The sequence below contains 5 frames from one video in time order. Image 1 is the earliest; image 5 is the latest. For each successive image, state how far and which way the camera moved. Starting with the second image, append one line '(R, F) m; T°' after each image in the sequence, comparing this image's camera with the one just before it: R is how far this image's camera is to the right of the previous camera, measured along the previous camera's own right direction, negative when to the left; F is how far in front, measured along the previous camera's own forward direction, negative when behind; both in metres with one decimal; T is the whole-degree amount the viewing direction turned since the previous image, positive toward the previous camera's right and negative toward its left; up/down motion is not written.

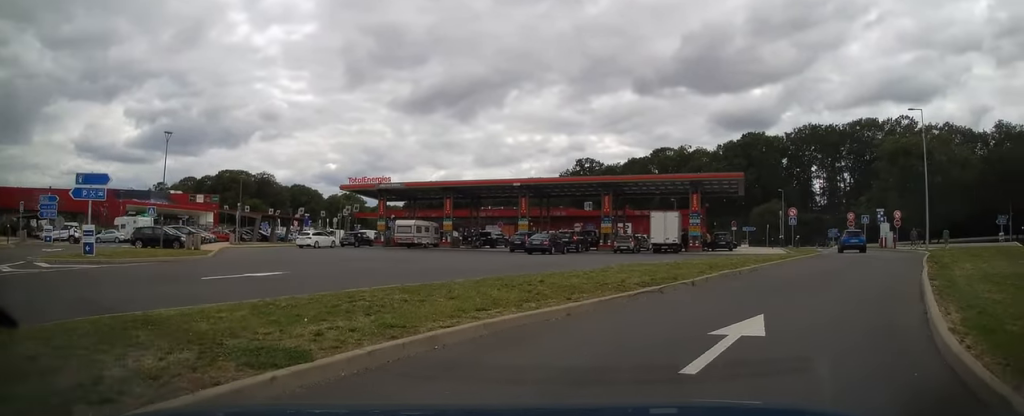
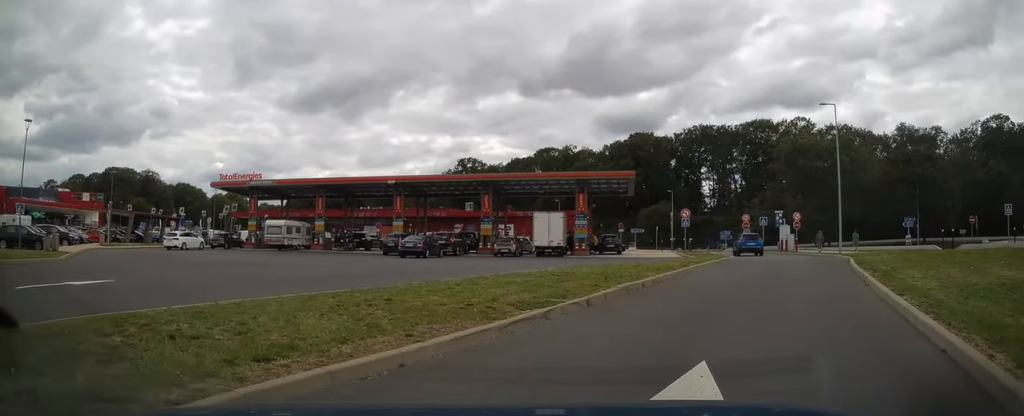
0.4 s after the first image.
(+0.1, +3.3) m; +8°
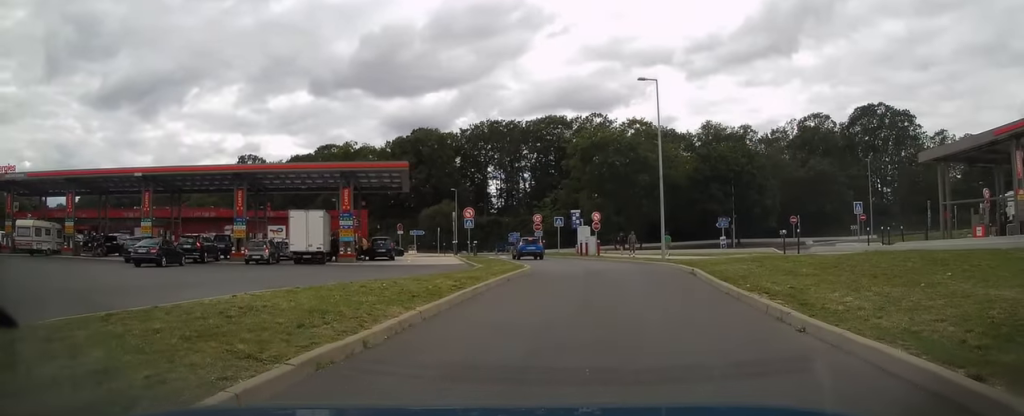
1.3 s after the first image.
(+0.9, +7.0) m; +18°
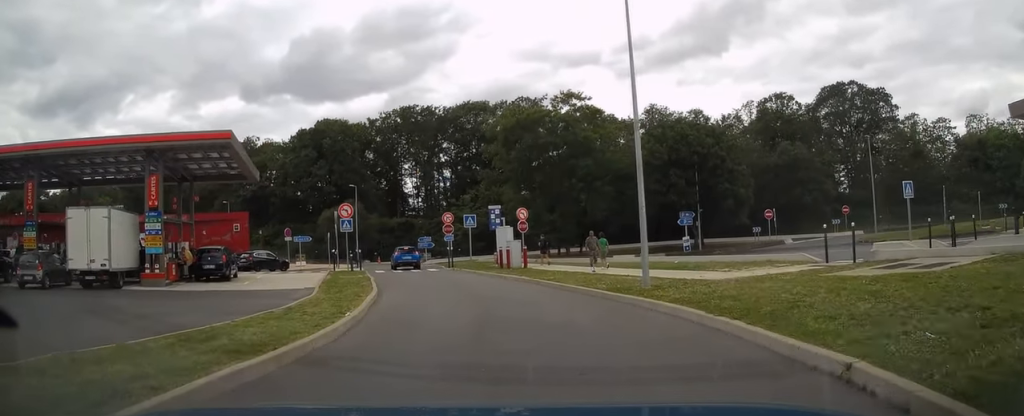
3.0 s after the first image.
(+2.8, +13.5) m; +13°
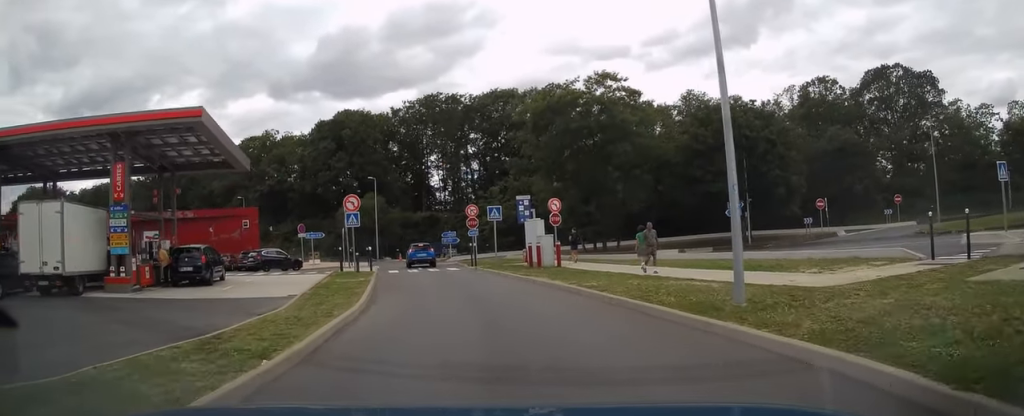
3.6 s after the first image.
(0.0, +4.6) m; -1°
